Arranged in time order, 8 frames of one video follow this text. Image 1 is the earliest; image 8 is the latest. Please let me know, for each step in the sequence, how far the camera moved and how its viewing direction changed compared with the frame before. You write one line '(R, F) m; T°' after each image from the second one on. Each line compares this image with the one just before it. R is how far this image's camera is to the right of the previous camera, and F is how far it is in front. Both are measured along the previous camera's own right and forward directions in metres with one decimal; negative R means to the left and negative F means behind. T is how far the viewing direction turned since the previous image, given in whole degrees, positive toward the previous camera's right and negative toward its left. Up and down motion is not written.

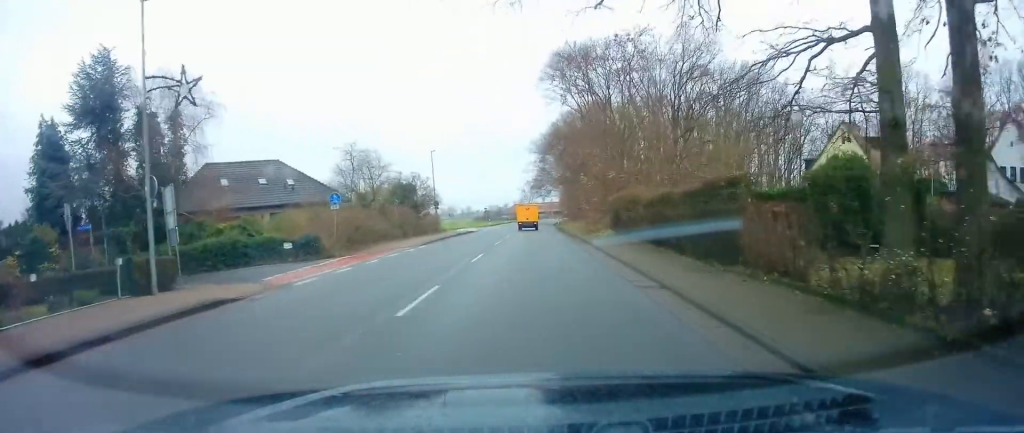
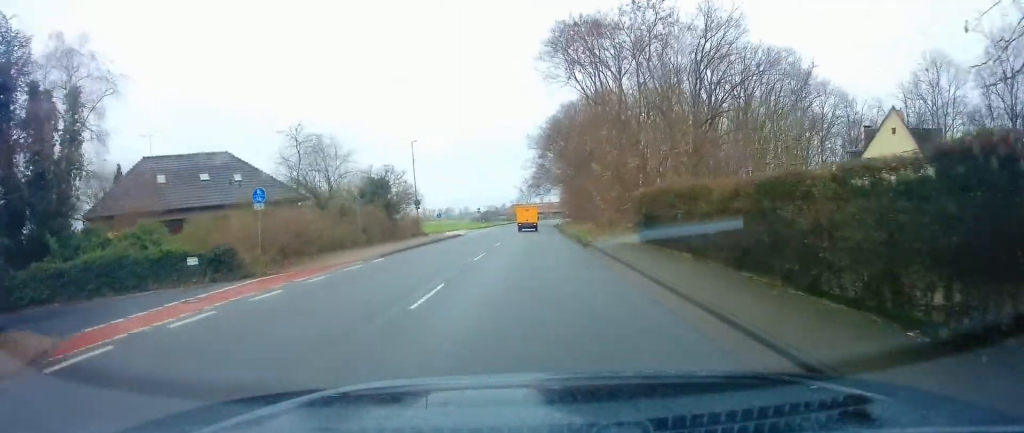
(0.0, +8.3) m; 0°
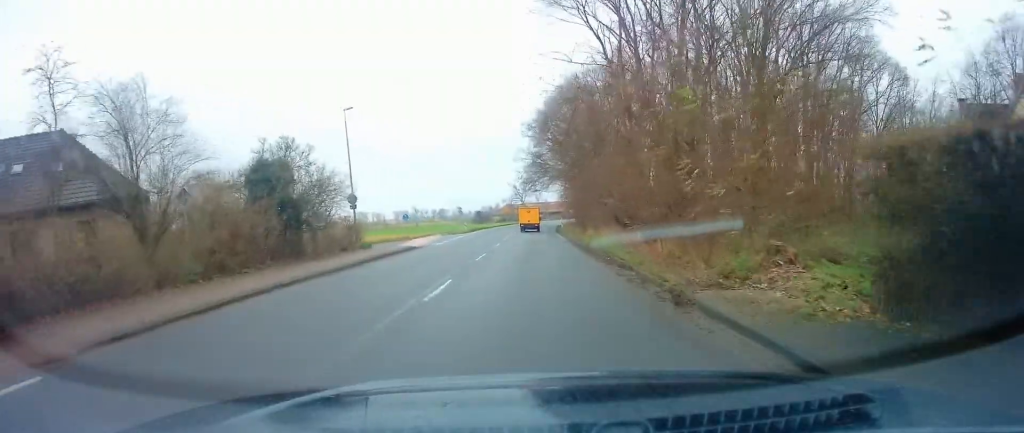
(+0.1, +16.5) m; 0°
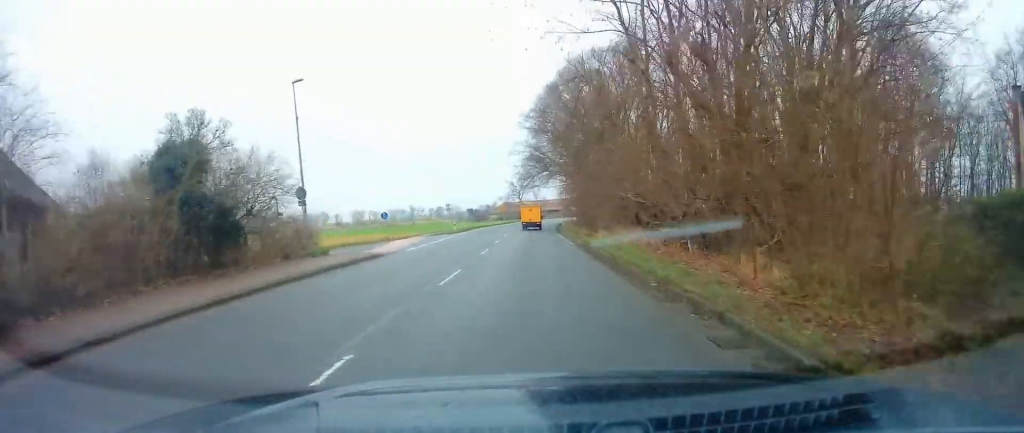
(+0.1, +7.0) m; 0°
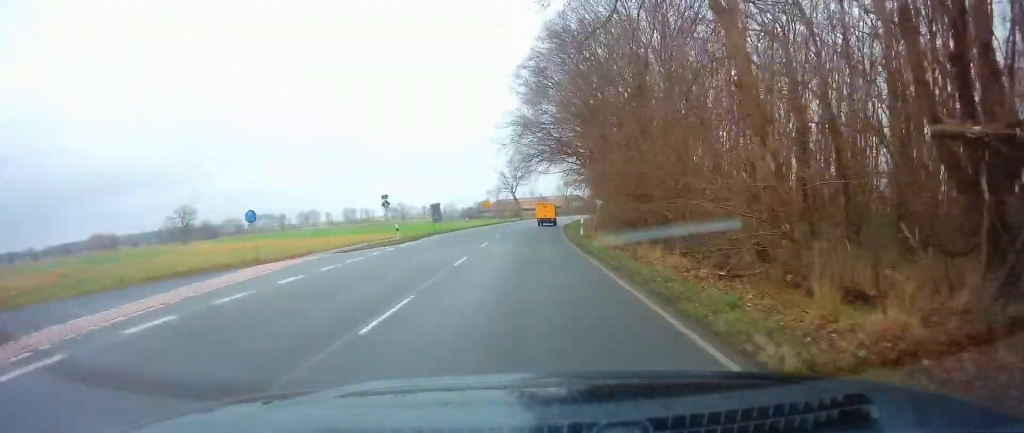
(-0.3, +22.9) m; 0°
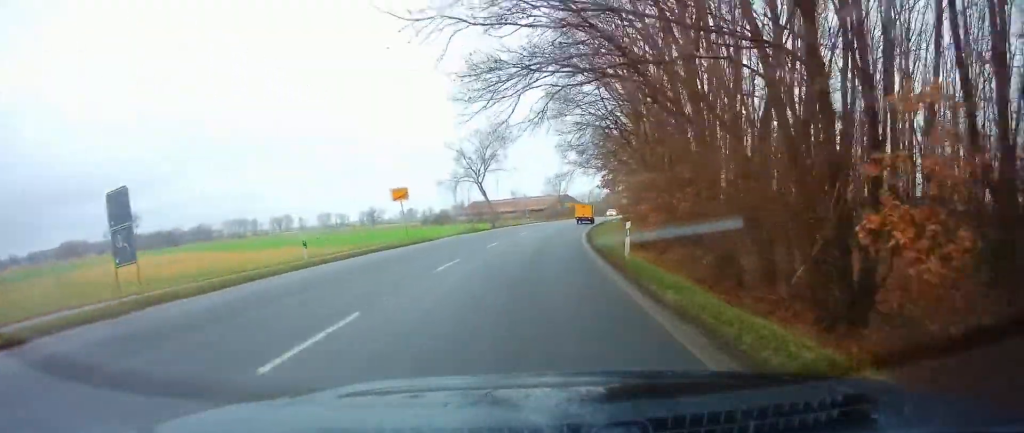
(+0.6, +37.9) m; +2°
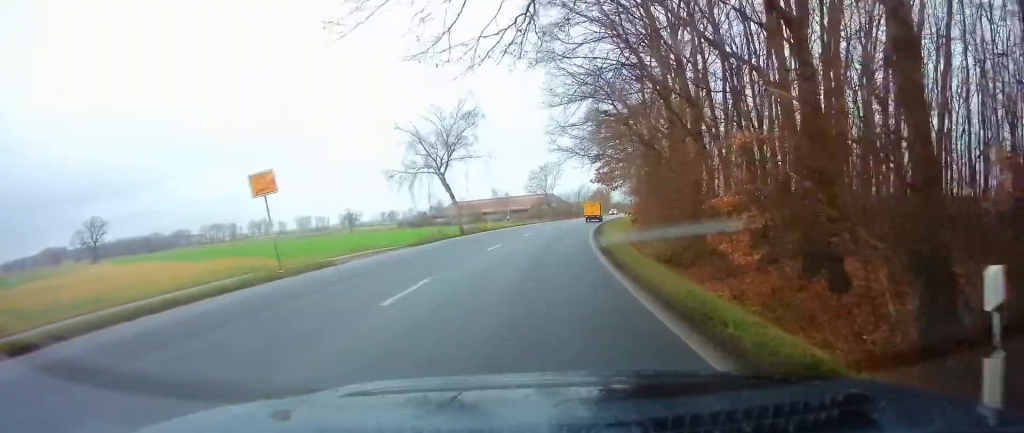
(+0.2, +14.2) m; +2°
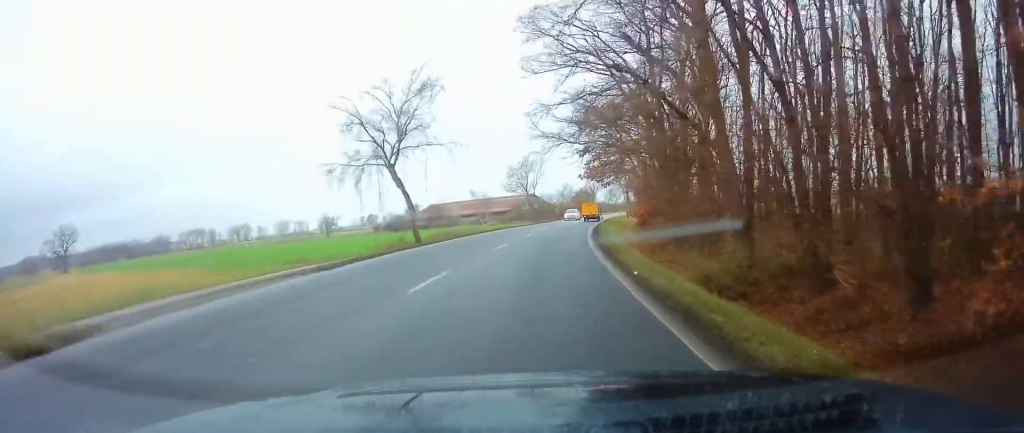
(-0.1, +10.1) m; +2°
